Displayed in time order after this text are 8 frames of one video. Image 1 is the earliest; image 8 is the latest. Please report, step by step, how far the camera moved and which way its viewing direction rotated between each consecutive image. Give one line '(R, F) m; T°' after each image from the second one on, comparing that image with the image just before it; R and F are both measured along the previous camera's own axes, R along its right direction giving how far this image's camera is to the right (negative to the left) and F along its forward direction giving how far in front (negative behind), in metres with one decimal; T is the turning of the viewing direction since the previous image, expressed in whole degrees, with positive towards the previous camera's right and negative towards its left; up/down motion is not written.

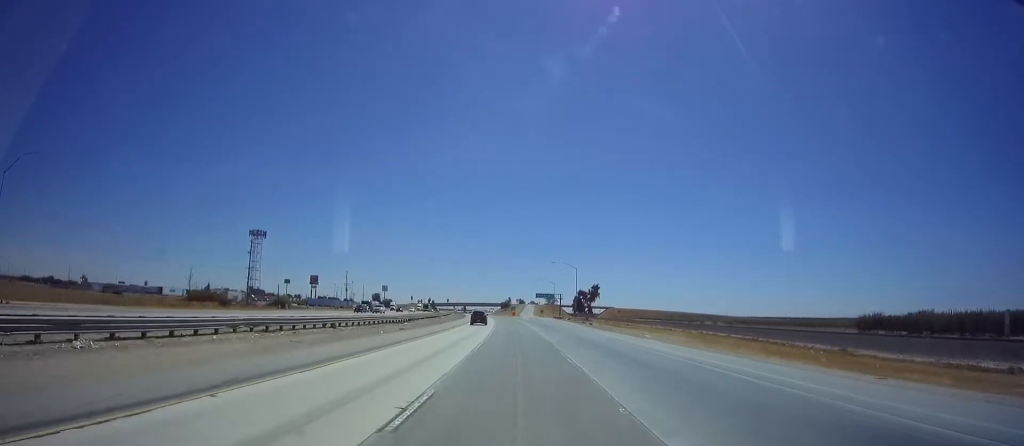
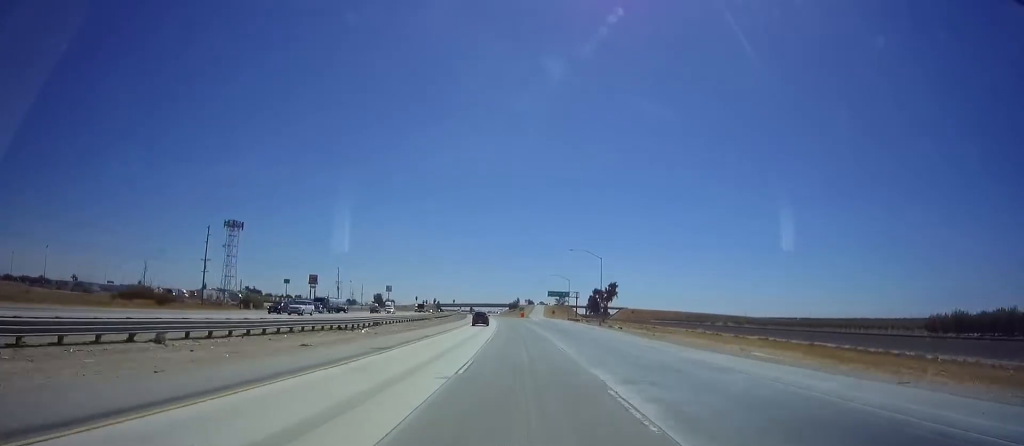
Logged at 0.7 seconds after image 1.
(0.0, +22.2) m; 0°
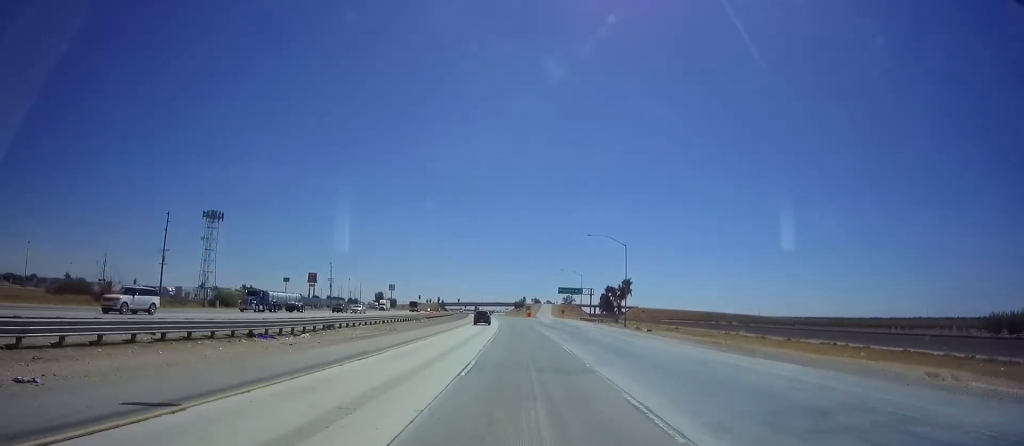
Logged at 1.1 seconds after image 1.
(0.0, +15.5) m; -1°
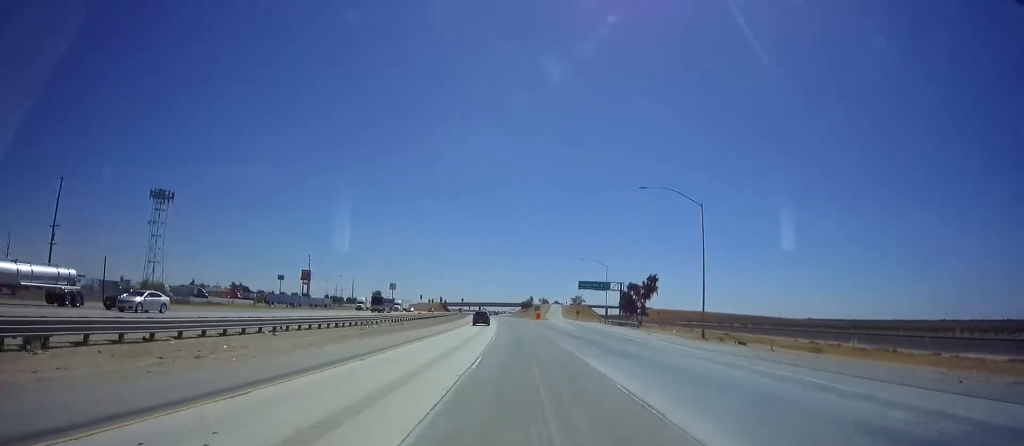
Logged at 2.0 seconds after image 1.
(-0.2, +27.7) m; -1°
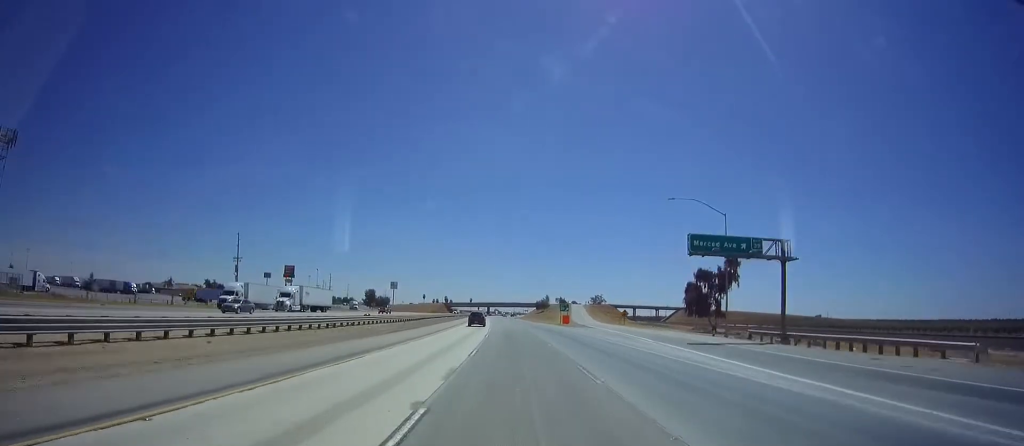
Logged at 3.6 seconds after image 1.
(-0.8, +54.3) m; -2°
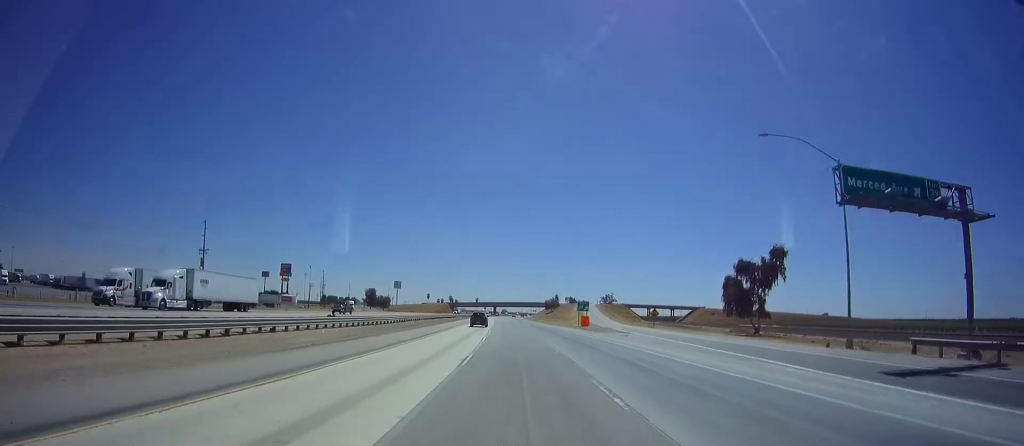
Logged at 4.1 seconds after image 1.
(-0.4, +17.8) m; -1°
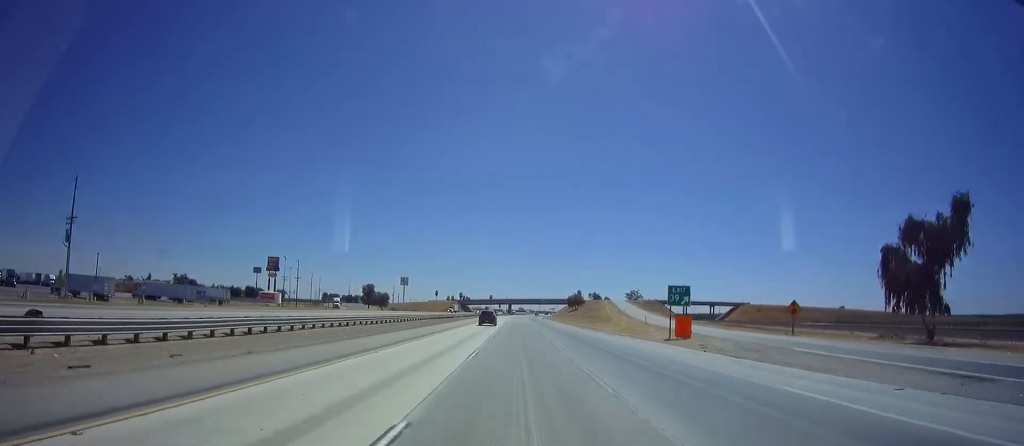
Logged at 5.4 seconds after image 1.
(-0.5, +42.1) m; -2°
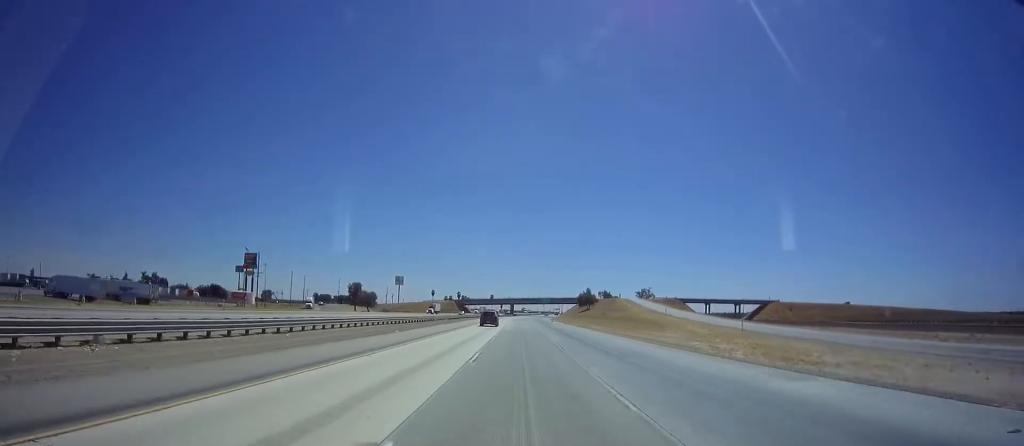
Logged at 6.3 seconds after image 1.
(-0.5, +31.2) m; 0°
